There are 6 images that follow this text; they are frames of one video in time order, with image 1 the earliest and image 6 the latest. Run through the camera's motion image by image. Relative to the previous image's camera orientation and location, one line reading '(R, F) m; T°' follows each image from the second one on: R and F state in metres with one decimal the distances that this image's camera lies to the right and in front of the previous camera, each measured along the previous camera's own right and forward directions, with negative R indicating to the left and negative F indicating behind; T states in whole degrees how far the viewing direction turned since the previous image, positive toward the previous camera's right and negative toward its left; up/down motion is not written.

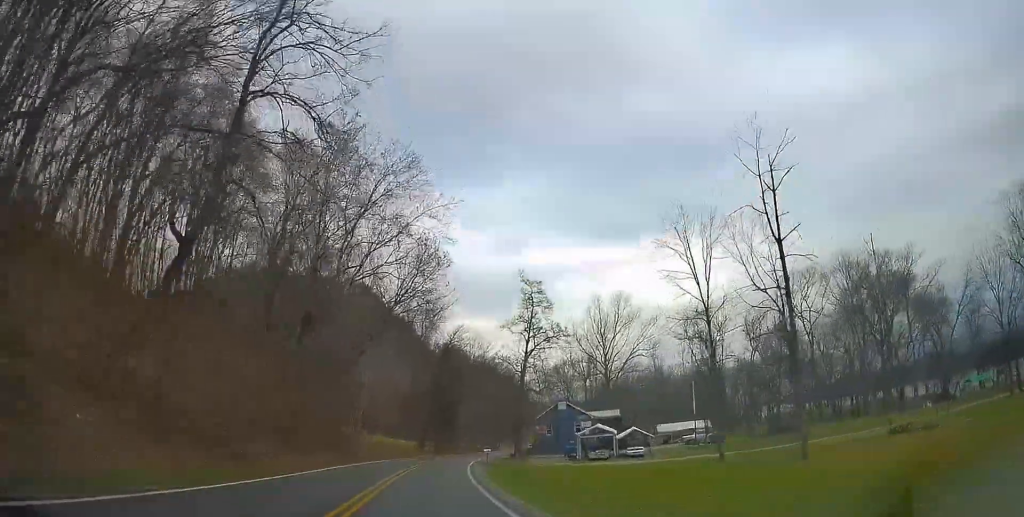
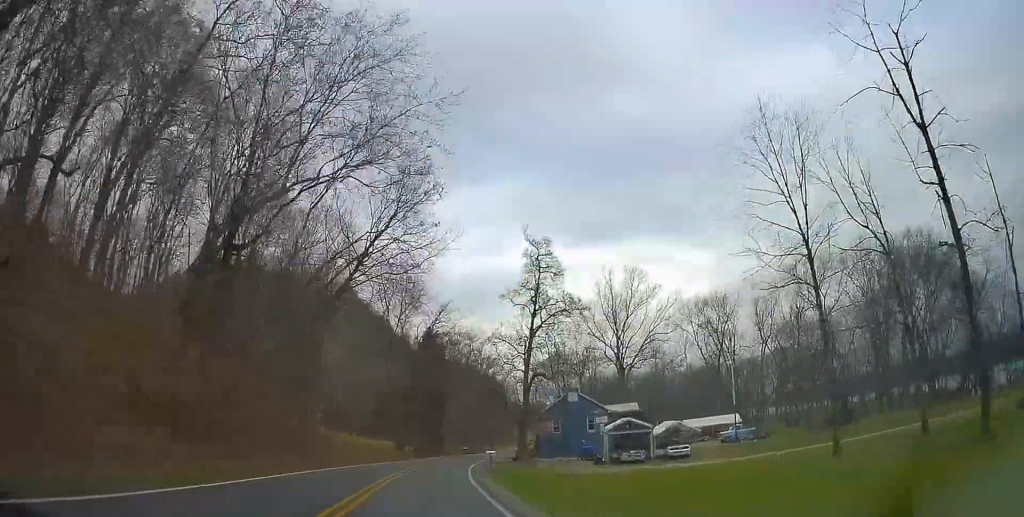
(+0.3, +14.3) m; +3°
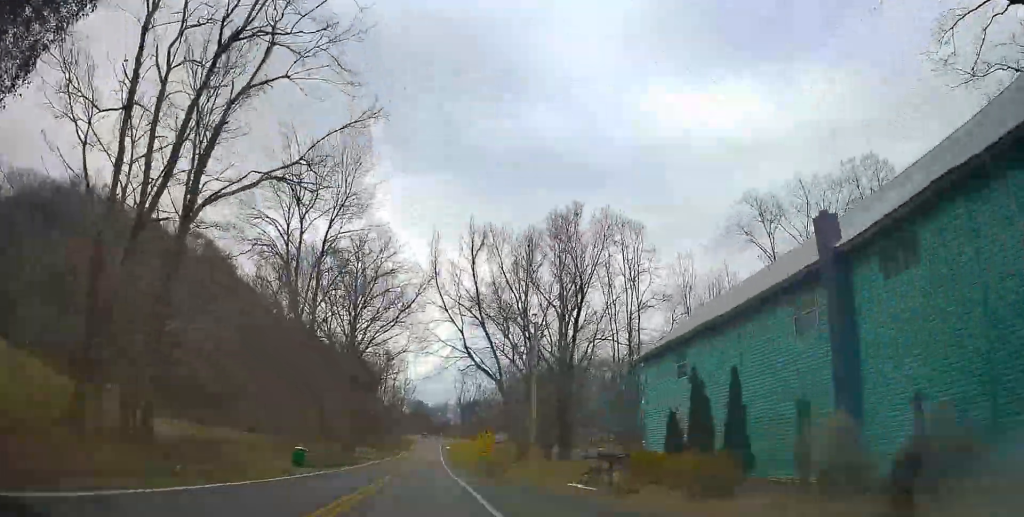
(+9.6, +74.2) m; +12°
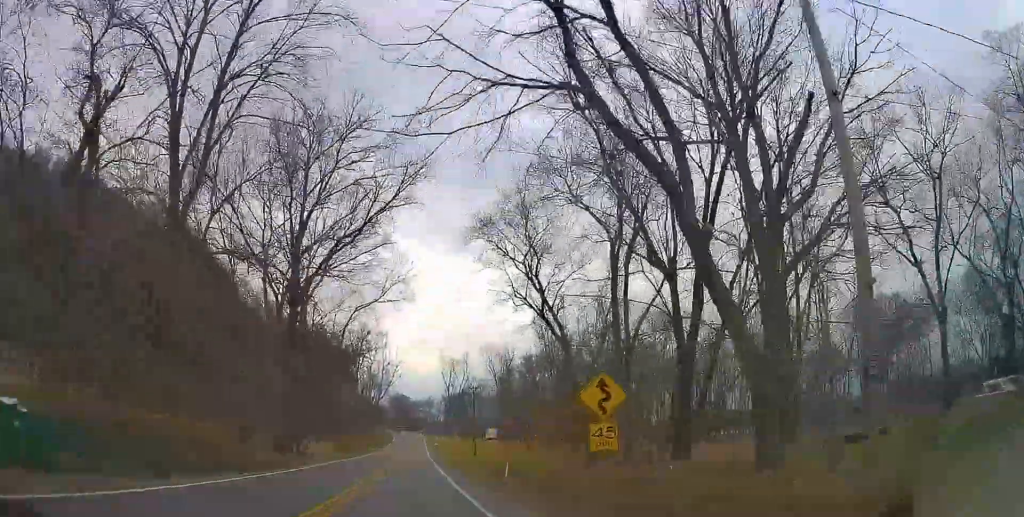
(+0.3, +24.1) m; +2°
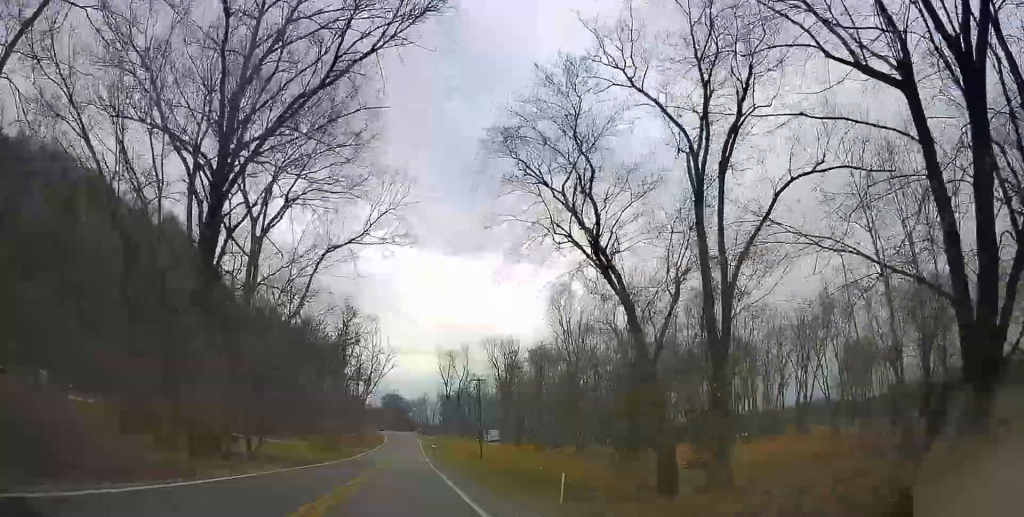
(+0.2, +15.3) m; 0°
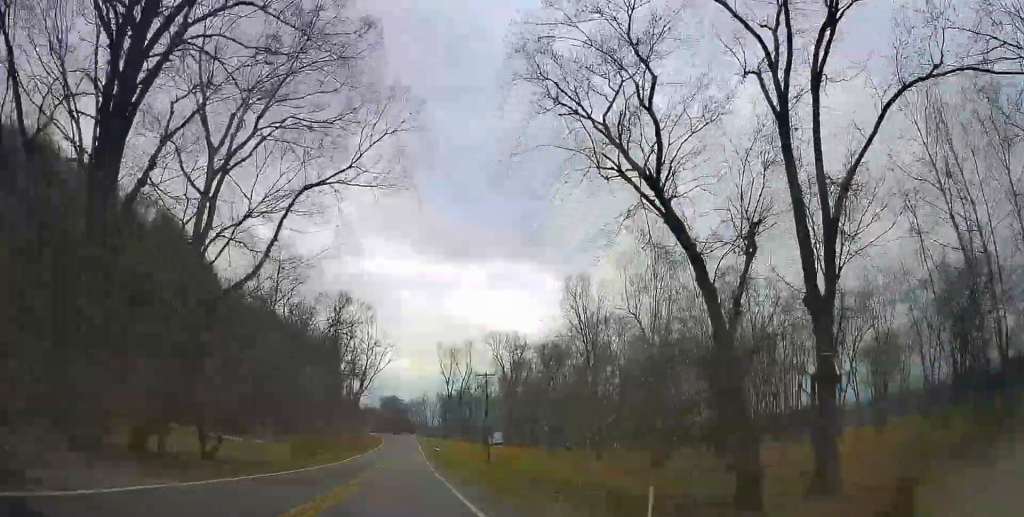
(+0.4, +8.7) m; 0°
